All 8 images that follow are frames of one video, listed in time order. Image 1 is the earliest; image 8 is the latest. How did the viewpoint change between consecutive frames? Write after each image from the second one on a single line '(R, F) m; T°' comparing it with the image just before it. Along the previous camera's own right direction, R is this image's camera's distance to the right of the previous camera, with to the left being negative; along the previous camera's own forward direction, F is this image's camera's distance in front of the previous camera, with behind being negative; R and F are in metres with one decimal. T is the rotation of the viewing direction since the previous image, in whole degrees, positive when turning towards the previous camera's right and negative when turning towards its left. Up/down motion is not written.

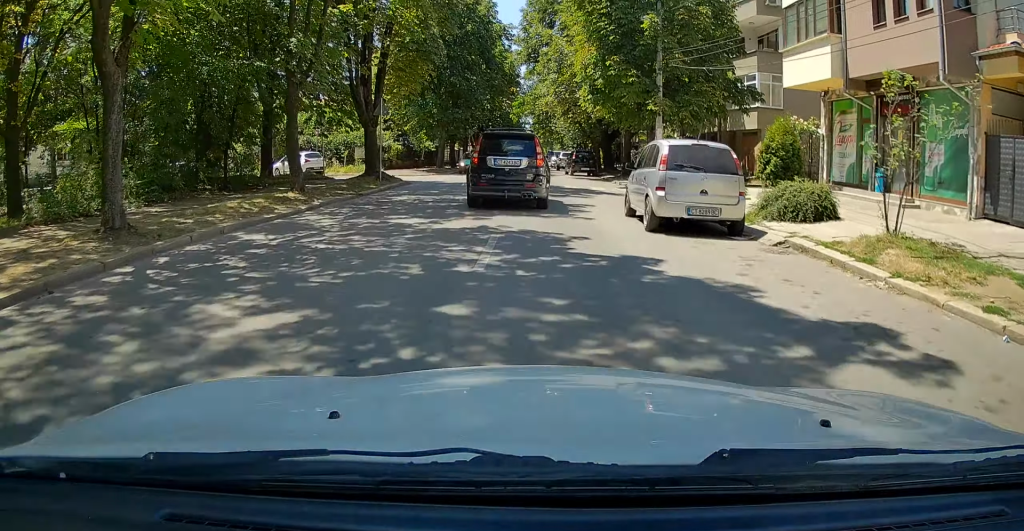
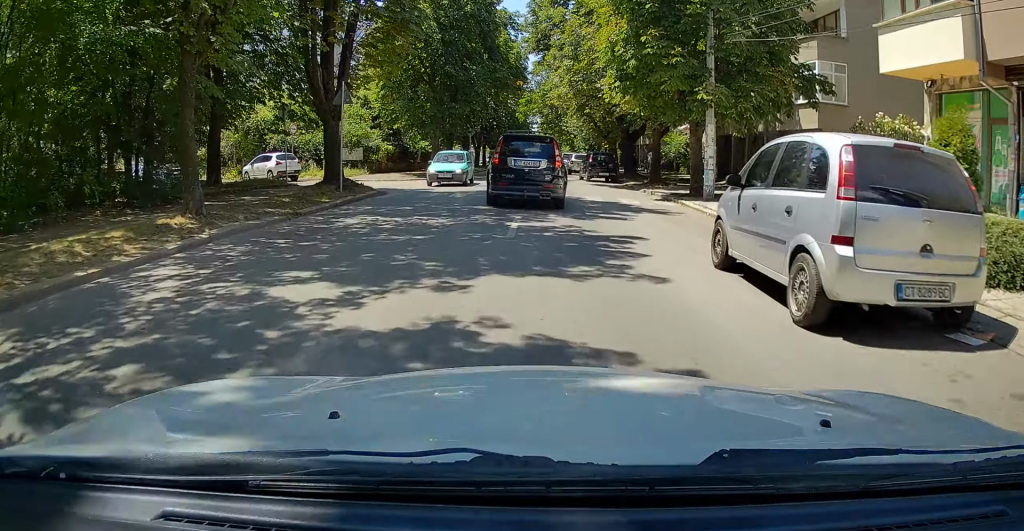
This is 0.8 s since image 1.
(0.0, +6.2) m; -2°
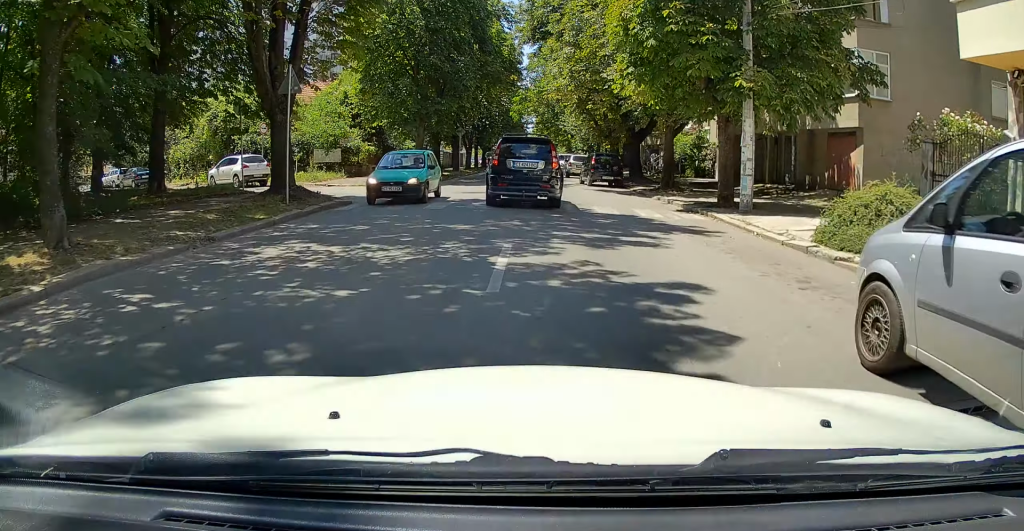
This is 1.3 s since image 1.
(+0.1, +3.6) m; -2°
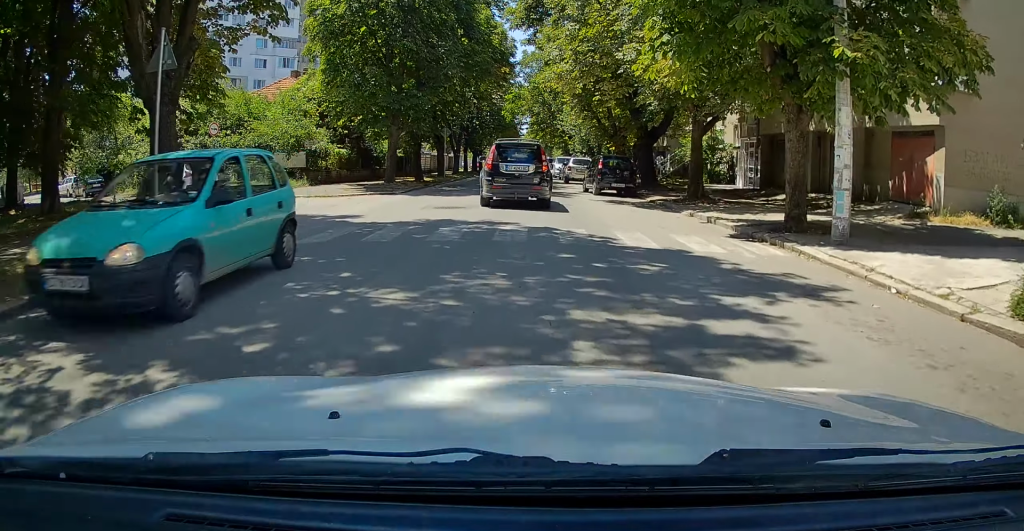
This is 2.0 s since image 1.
(-0.4, +5.2) m; 0°
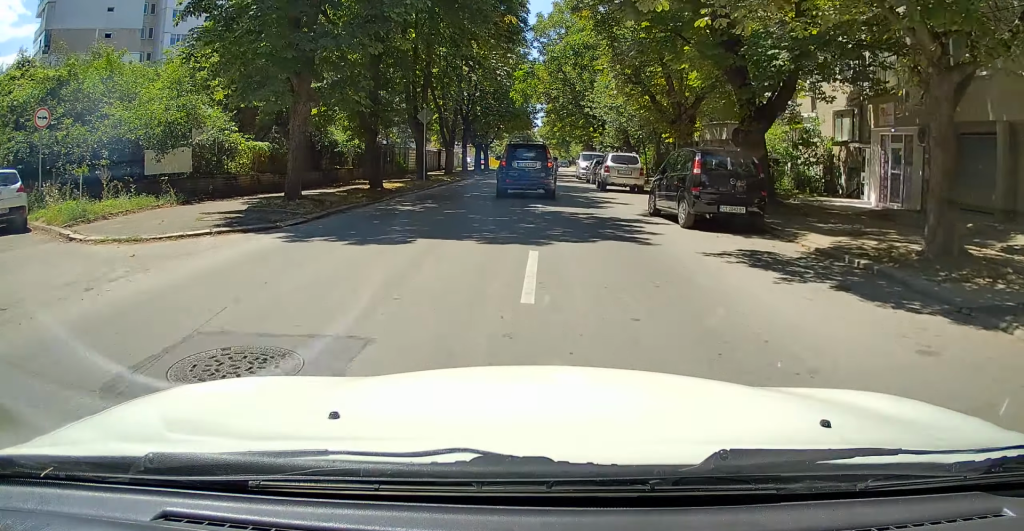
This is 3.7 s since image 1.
(+0.5, +12.2) m; +2°
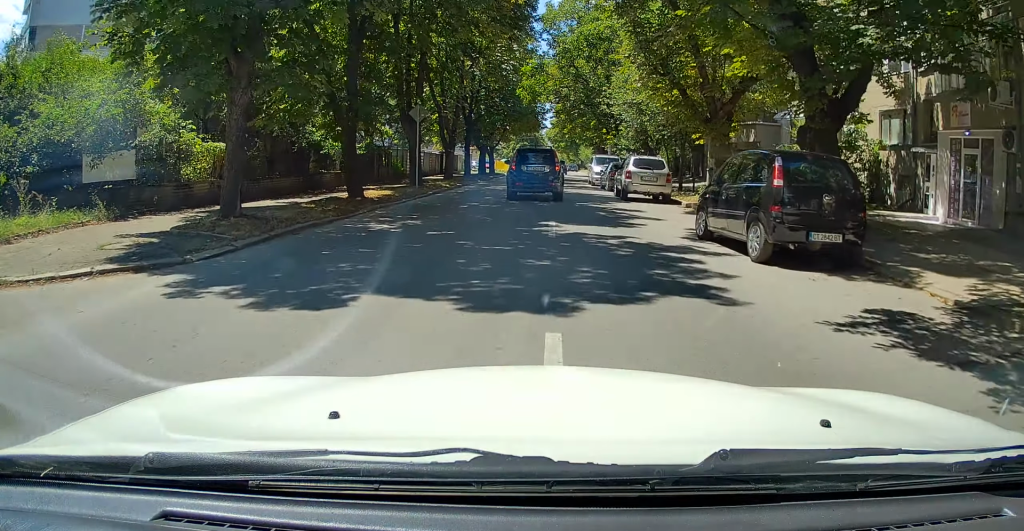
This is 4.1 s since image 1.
(0.0, +3.5) m; -1°
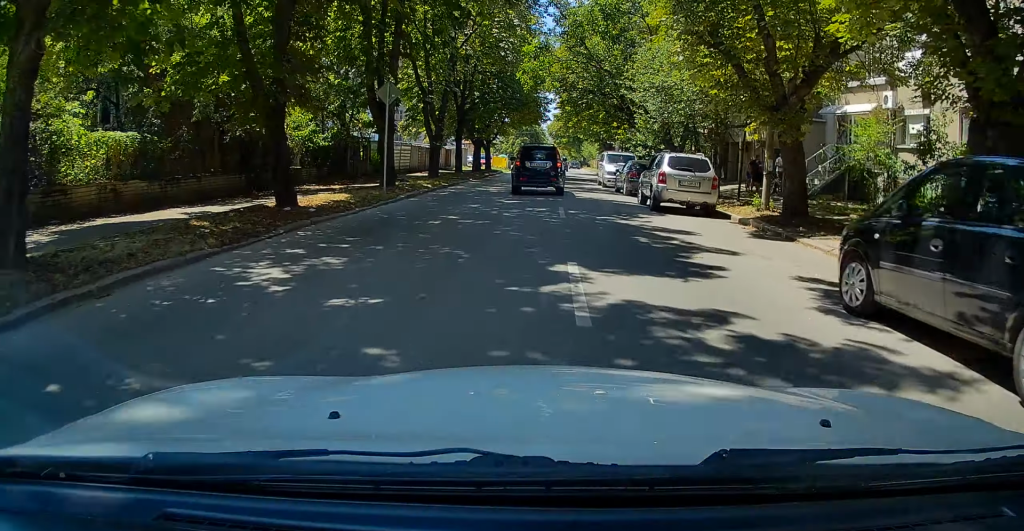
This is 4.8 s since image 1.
(-0.1, +5.4) m; -1°
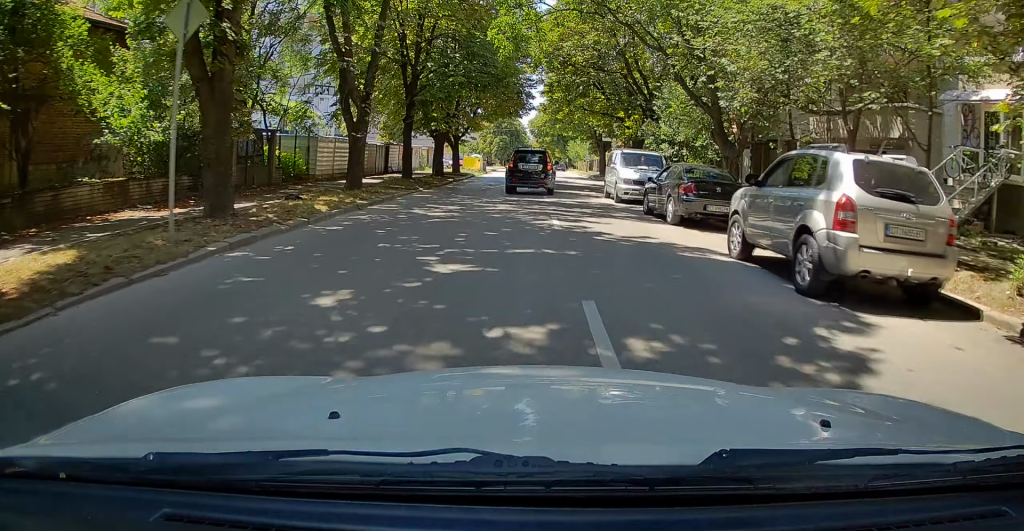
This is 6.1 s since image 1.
(0.0, +10.3) m; 0°
